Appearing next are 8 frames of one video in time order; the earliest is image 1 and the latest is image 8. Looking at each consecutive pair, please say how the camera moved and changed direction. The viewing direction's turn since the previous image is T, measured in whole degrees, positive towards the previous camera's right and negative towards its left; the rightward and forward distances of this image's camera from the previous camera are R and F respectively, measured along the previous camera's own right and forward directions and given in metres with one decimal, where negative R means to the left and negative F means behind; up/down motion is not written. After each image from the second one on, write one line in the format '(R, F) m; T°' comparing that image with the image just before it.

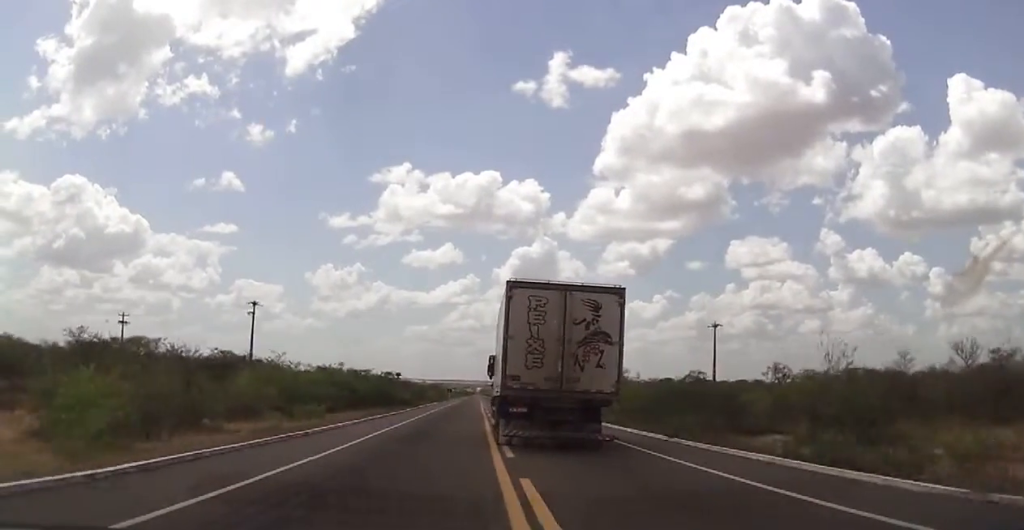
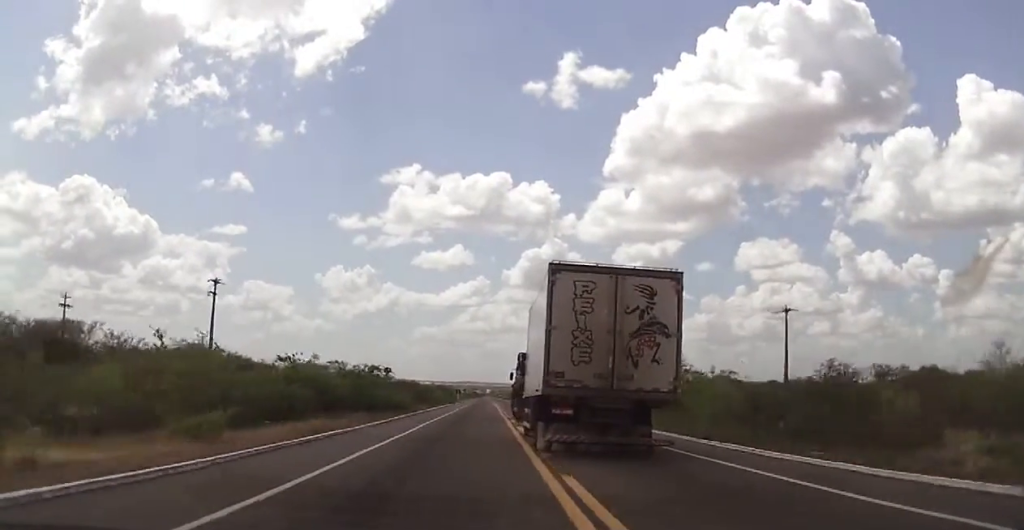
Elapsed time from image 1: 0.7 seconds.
(-0.2, +15.1) m; -1°
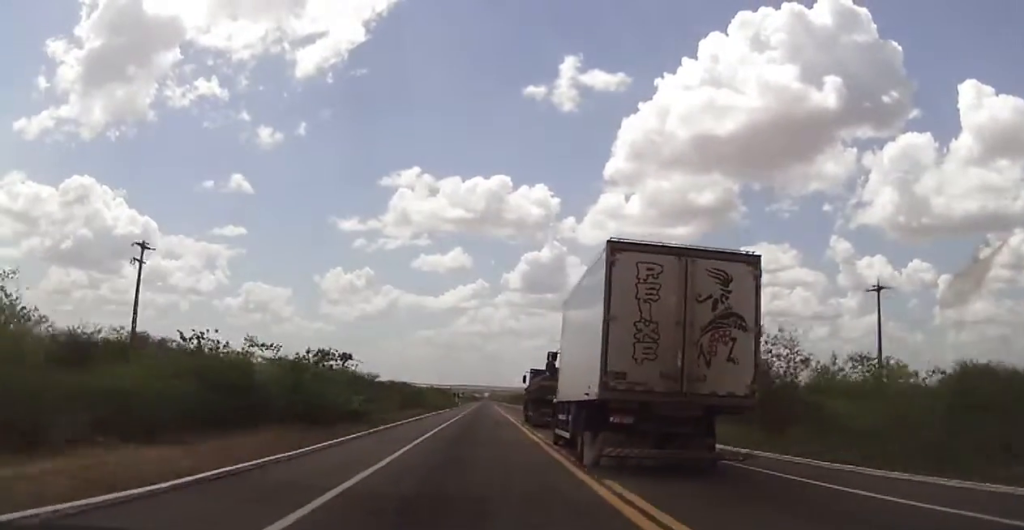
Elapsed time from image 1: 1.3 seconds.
(-0.3, +14.6) m; -1°
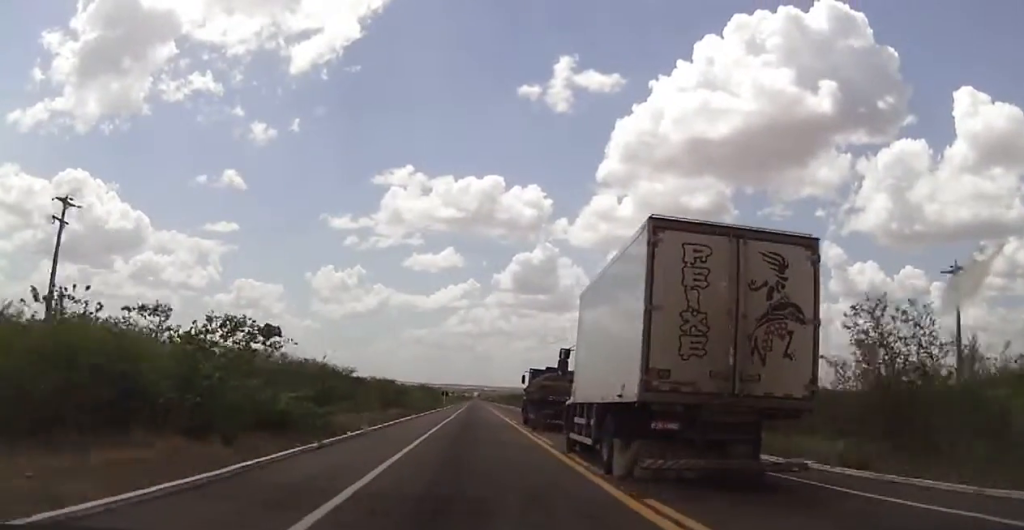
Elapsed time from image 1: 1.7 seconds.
(+0.1, +9.6) m; 0°
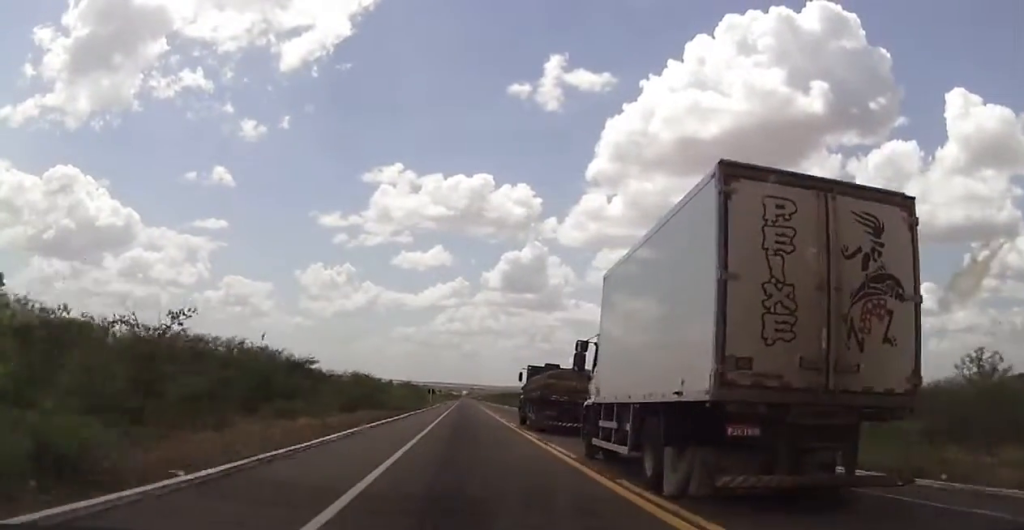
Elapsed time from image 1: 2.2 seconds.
(0.0, +12.0) m; 0°
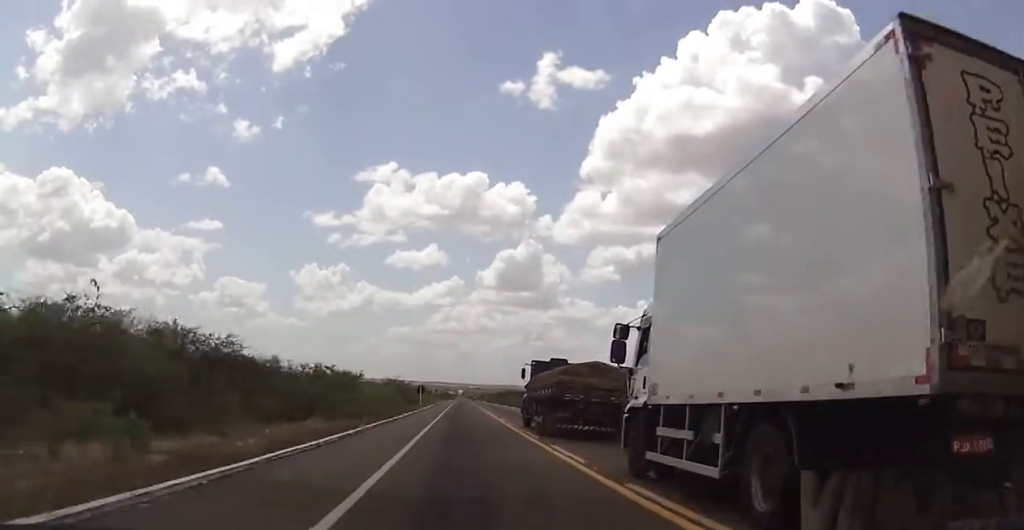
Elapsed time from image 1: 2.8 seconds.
(+0.1, +16.0) m; 0°
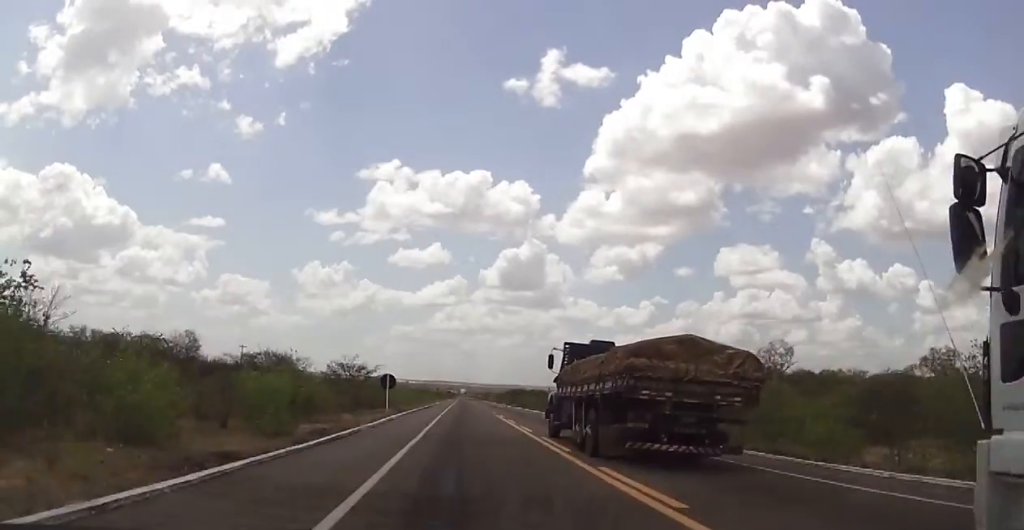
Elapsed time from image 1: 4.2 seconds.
(+0.3, +36.5) m; +1°
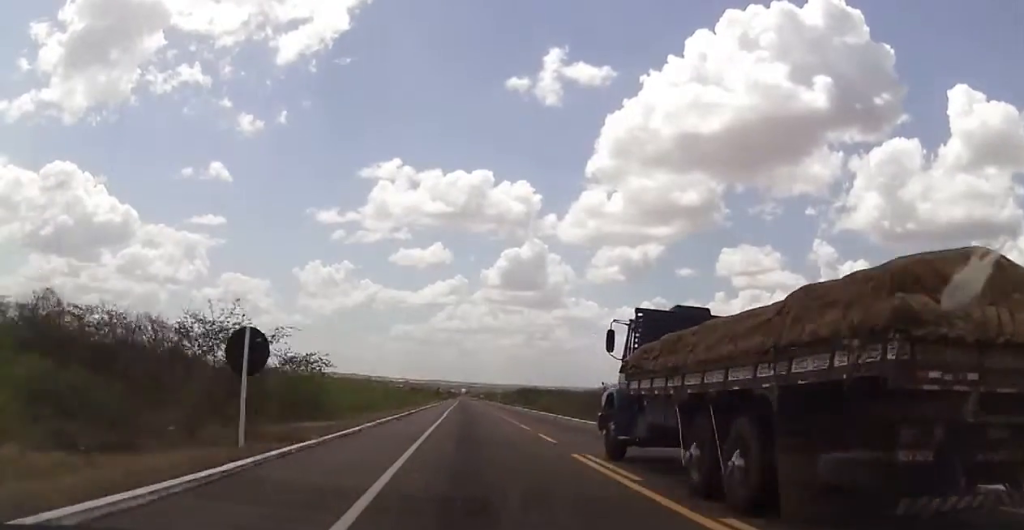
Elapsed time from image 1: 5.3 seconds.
(+0.2, +28.3) m; +1°
